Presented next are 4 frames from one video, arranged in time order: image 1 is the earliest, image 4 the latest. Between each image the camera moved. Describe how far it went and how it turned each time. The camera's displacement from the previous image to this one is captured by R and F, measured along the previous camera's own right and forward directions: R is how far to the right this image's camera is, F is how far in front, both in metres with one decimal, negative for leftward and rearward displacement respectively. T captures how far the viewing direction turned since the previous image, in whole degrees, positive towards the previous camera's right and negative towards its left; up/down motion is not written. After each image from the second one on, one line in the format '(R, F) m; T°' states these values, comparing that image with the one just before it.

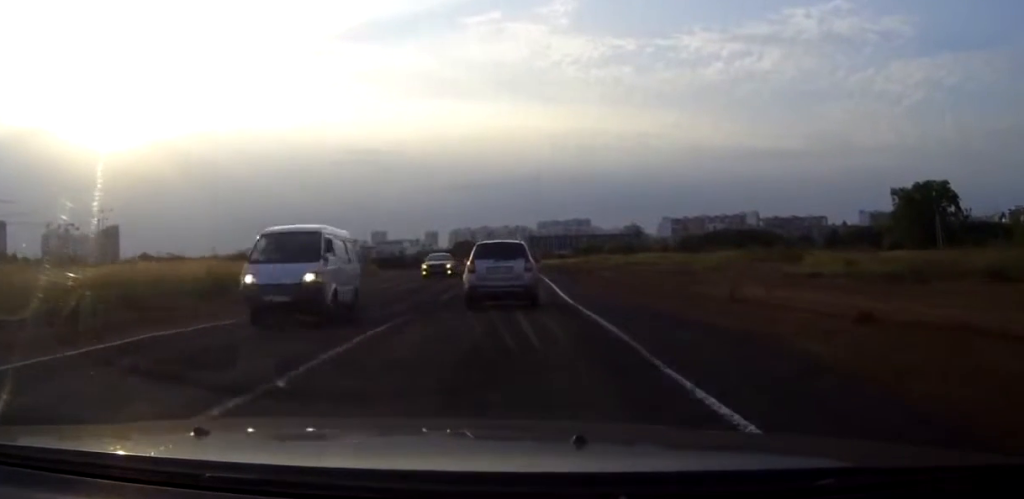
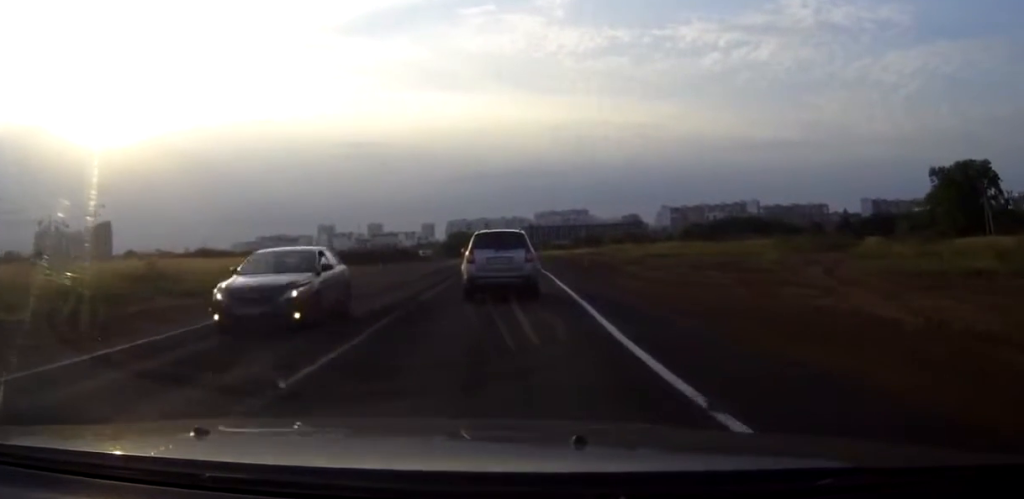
(0.0, +14.1) m; 0°
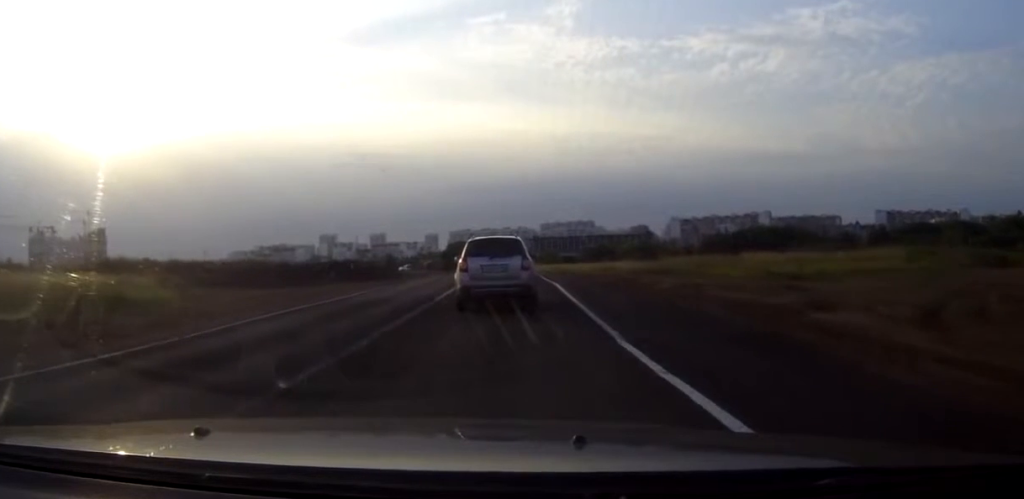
(-0.1, +29.2) m; 0°
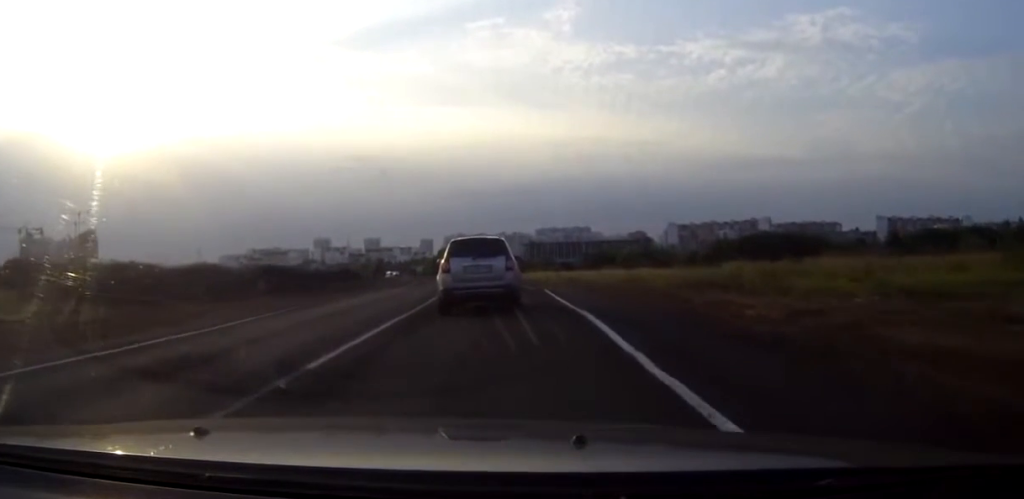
(0.0, +13.7) m; 0°
